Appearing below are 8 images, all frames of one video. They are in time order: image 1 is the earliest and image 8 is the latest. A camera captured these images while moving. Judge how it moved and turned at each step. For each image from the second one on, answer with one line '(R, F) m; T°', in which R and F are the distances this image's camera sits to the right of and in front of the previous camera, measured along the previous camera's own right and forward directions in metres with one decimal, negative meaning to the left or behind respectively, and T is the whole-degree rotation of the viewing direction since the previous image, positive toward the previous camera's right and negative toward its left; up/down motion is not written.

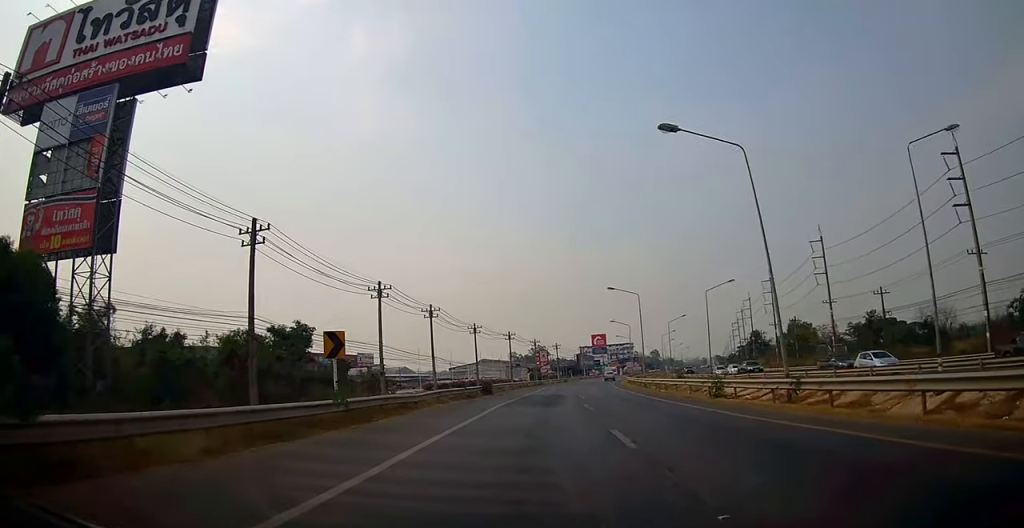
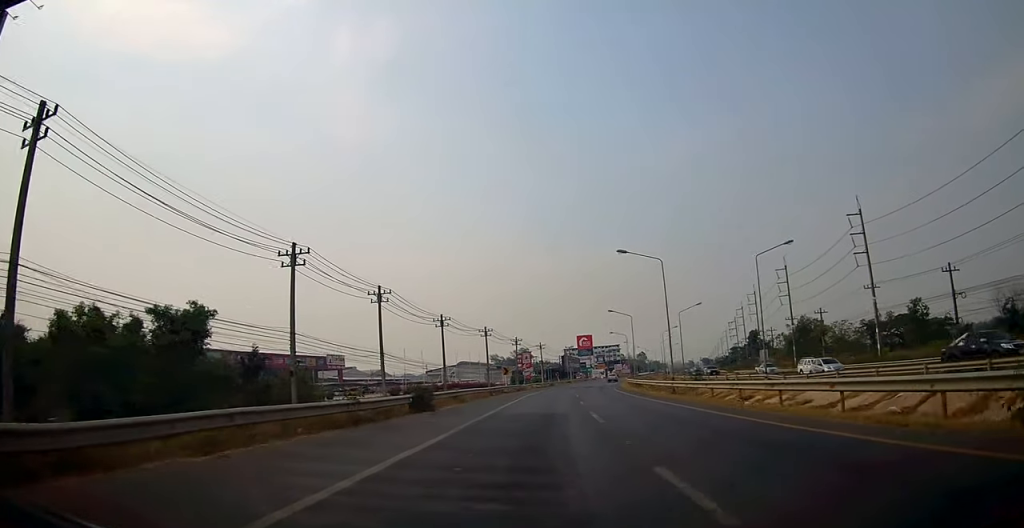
(-0.4, +17.0) m; +1°
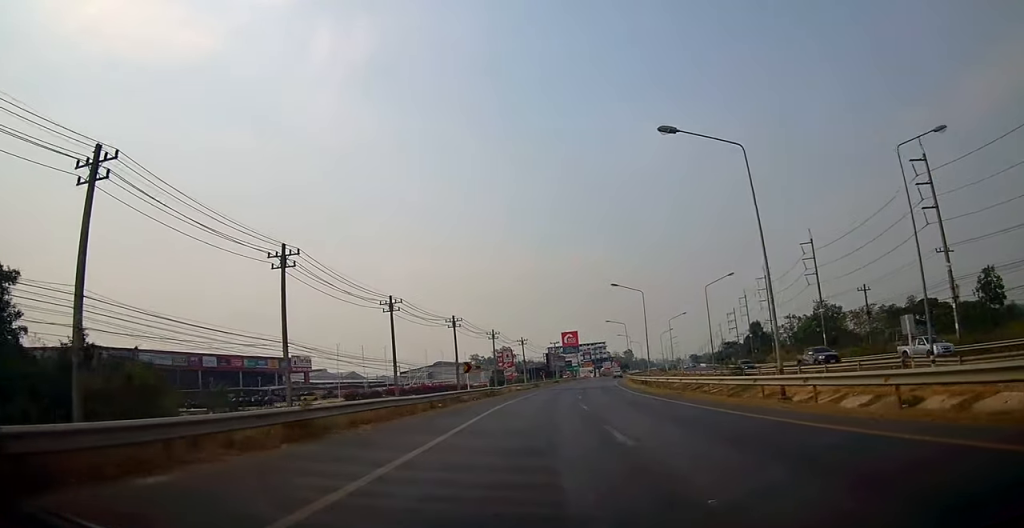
(+0.7, +18.7) m; +2°
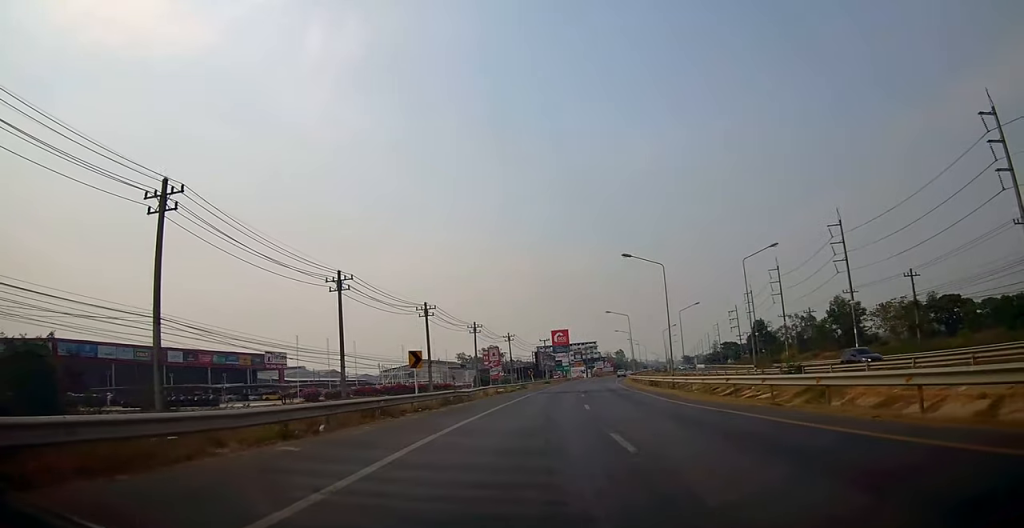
(0.0, +13.0) m; 0°
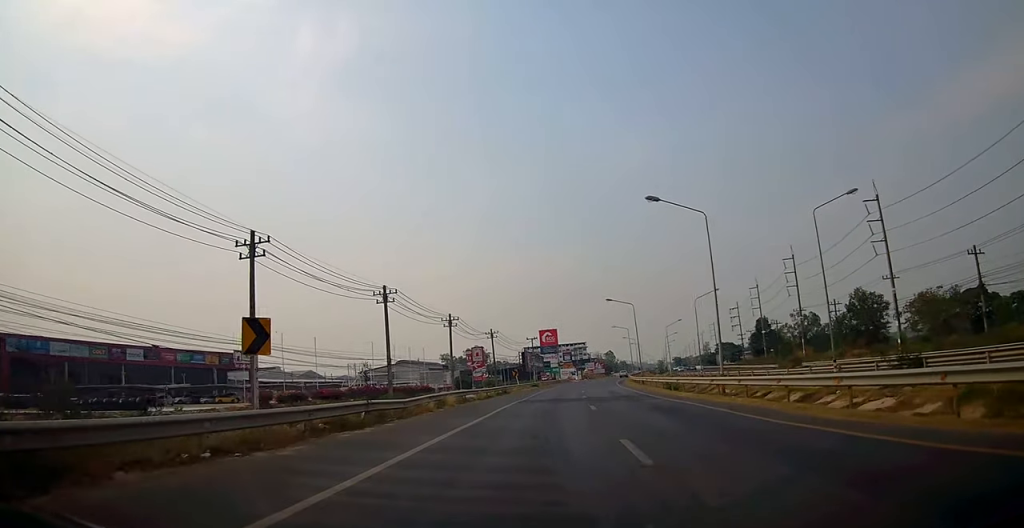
(0.0, +13.4) m; 0°
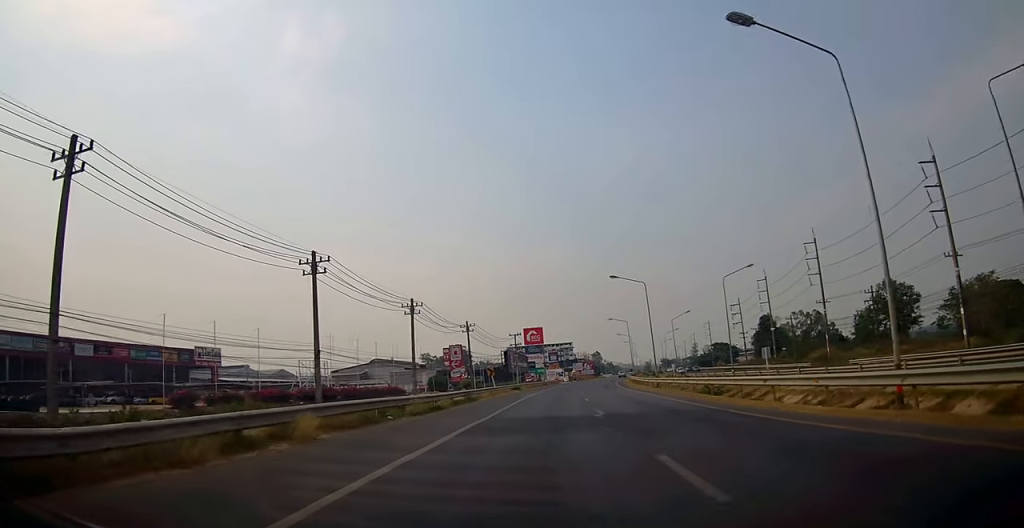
(0.0, +14.9) m; +2°
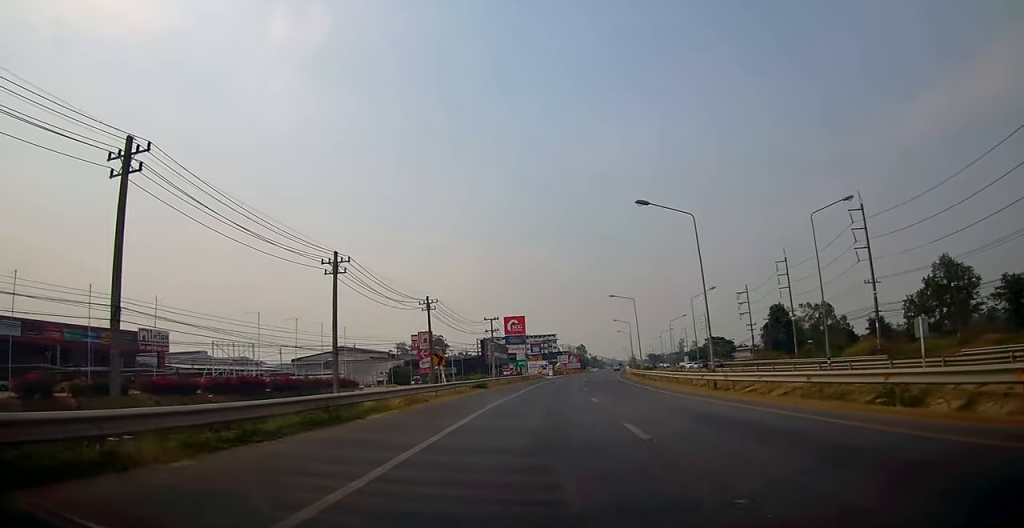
(+0.7, +19.4) m; +3°
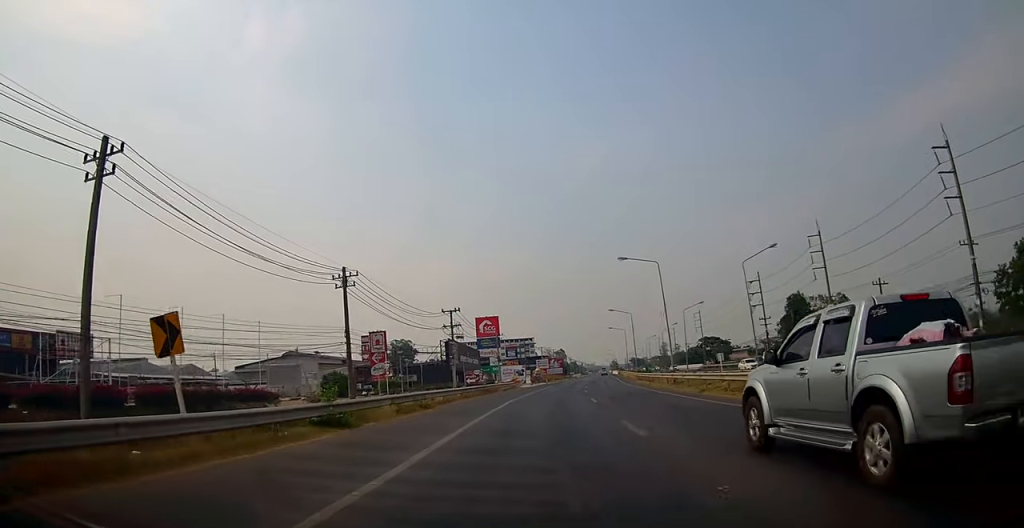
(+0.2, +23.4) m; +1°
